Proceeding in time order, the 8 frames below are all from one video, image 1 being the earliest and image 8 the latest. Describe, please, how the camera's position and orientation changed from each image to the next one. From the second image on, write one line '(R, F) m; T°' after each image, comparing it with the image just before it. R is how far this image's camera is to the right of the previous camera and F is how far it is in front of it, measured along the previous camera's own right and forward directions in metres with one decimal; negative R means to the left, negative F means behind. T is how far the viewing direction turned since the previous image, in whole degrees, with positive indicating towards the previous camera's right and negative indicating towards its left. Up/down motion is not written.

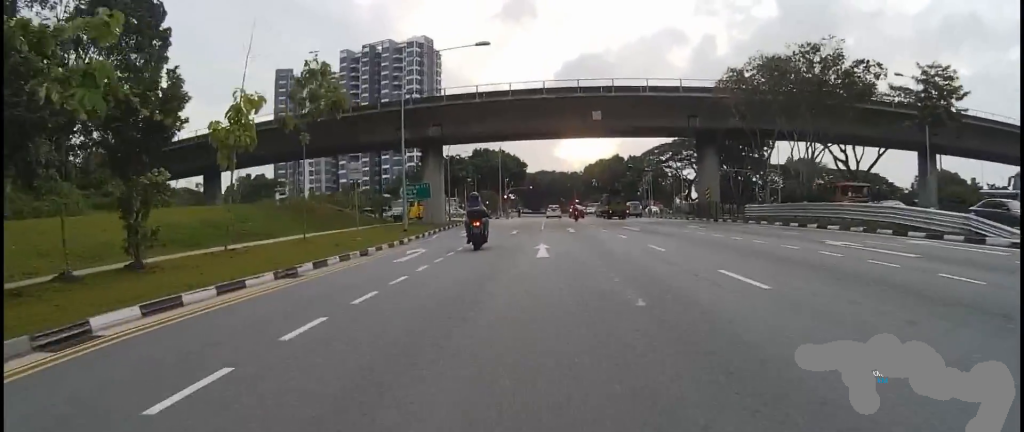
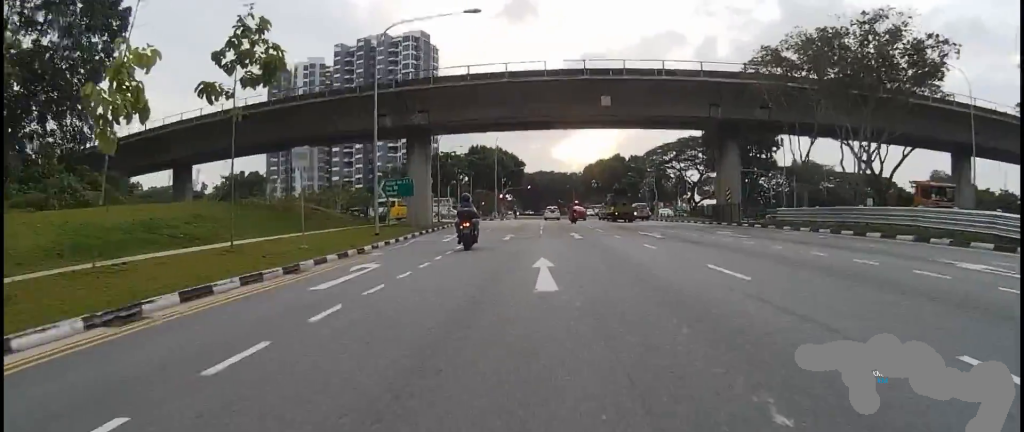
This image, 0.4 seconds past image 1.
(-0.6, +5.1) m; 0°
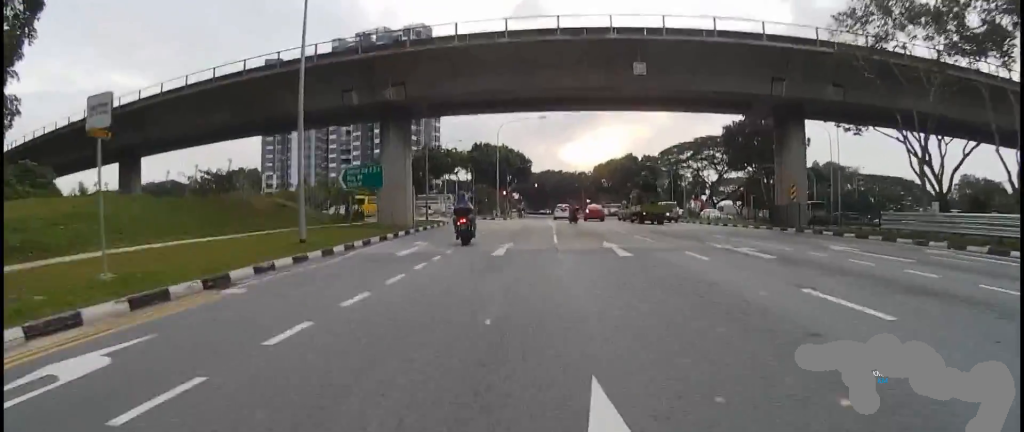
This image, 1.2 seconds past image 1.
(0.0, +8.7) m; 0°
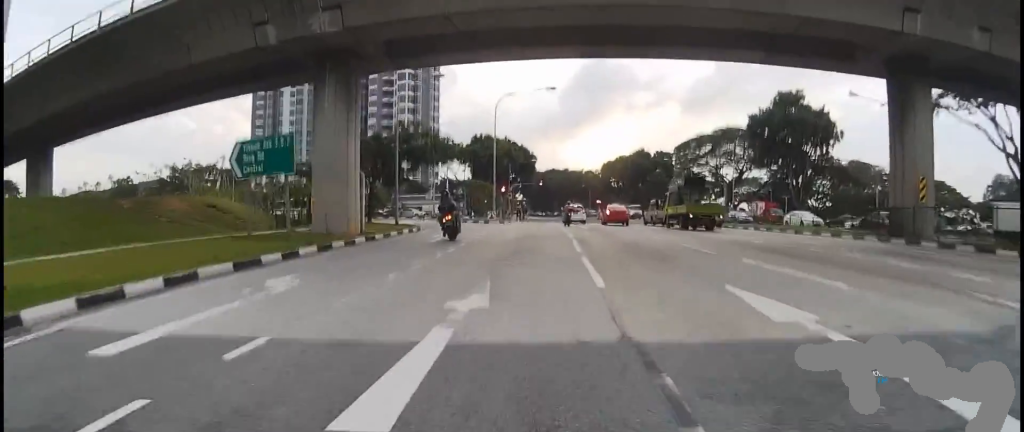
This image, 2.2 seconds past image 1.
(+0.4, +10.3) m; +1°
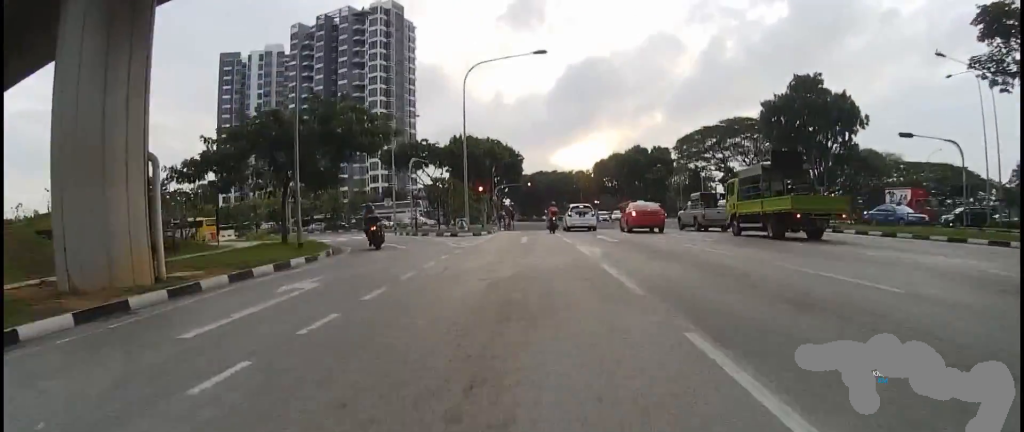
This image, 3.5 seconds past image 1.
(+0.1, +12.1) m; +2°
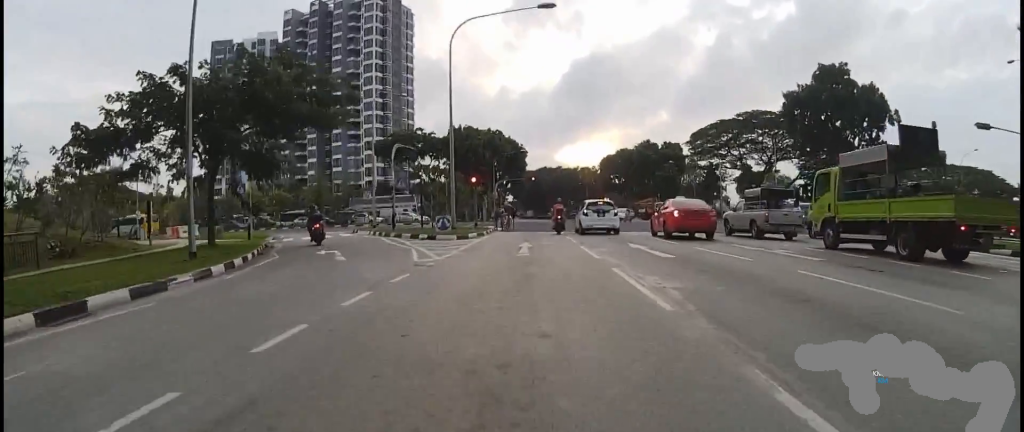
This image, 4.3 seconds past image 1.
(-0.1, +6.7) m; -4°
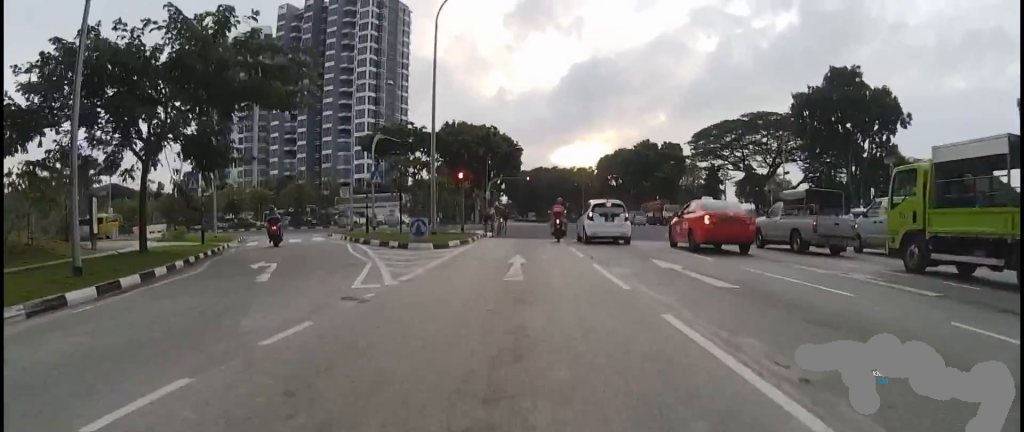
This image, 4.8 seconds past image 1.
(-0.2, +3.5) m; -4°
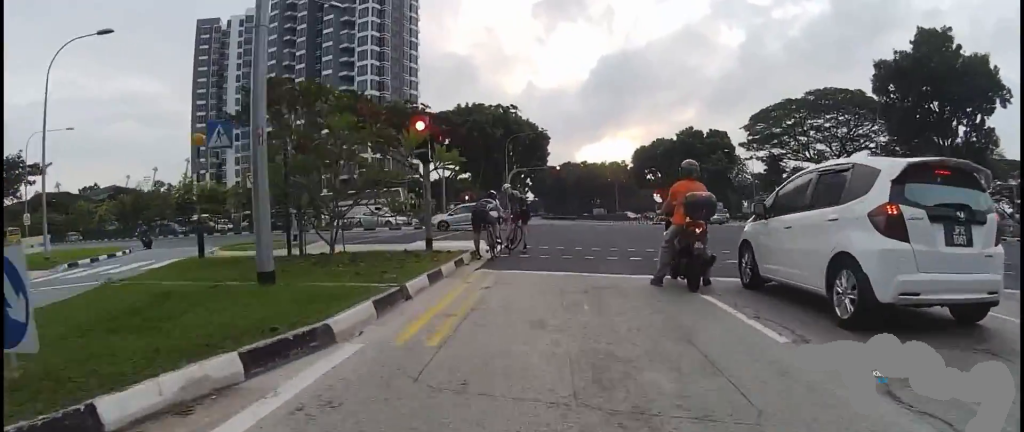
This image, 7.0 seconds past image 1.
(+0.2, +13.3) m; +17°
